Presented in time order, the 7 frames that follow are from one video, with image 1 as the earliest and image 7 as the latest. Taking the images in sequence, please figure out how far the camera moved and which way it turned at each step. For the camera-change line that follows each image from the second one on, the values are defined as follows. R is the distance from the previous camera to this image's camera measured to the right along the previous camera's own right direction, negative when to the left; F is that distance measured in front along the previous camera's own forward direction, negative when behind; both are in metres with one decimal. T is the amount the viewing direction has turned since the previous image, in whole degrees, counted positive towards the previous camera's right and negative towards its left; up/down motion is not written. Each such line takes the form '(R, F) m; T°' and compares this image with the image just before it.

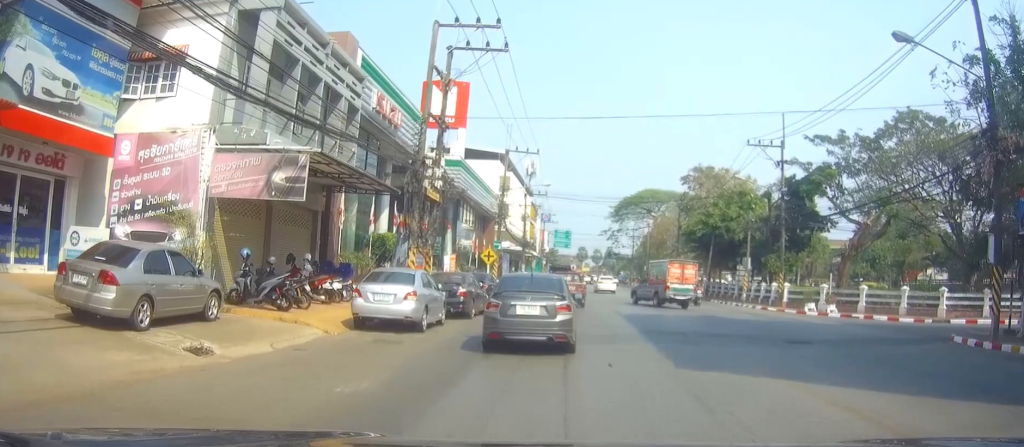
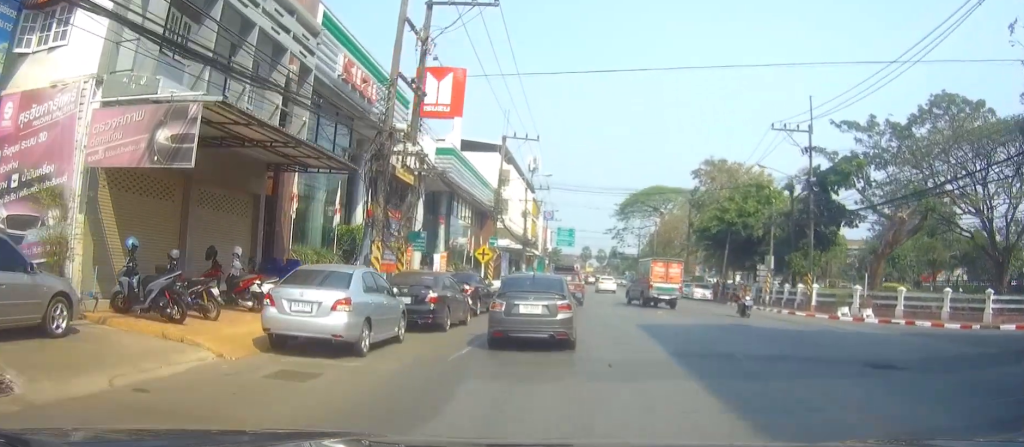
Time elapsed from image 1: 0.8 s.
(0.0, +5.1) m; +1°
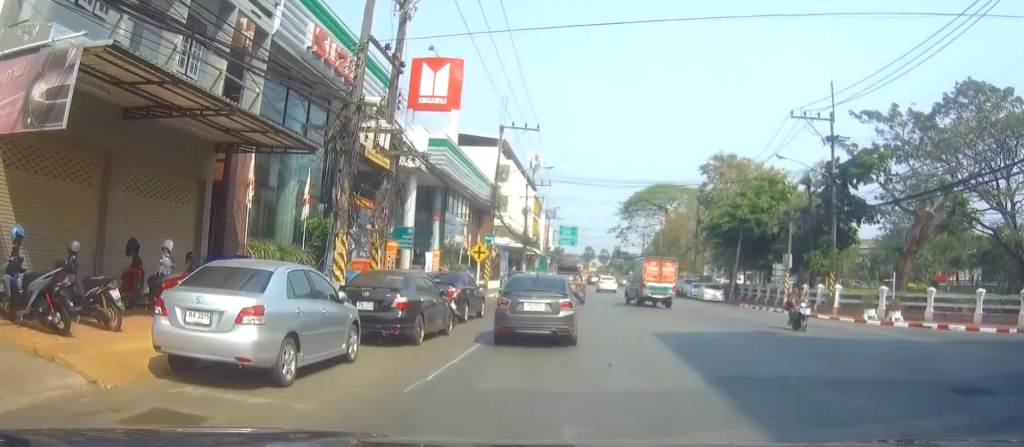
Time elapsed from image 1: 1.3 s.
(0.0, +3.3) m; 0°
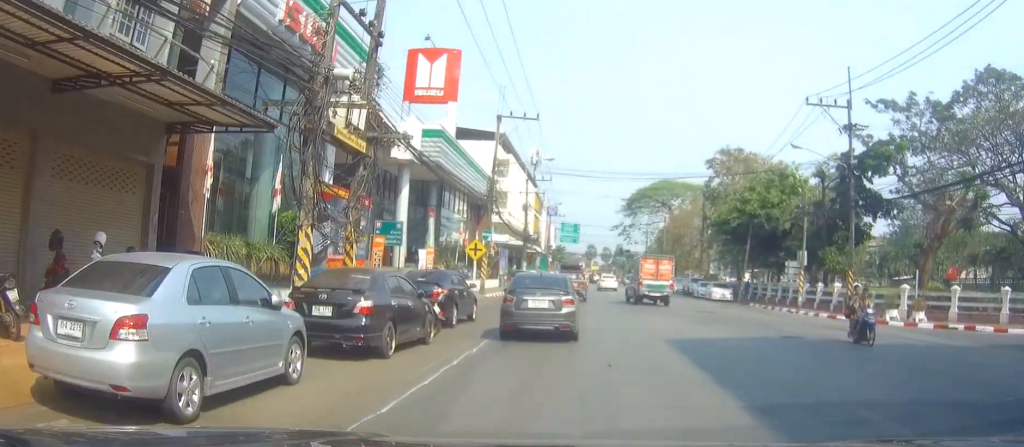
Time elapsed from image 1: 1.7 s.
(+0.1, +2.4) m; 0°
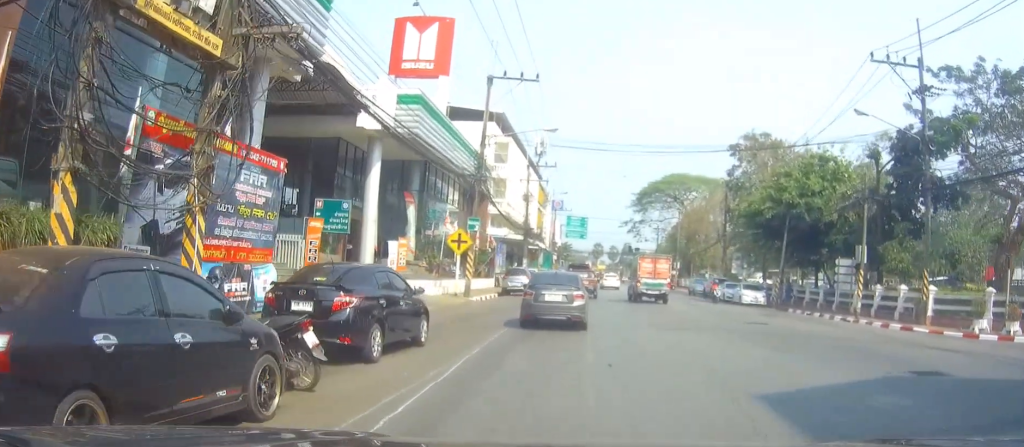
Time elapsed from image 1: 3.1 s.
(0.0, +8.0) m; -1°
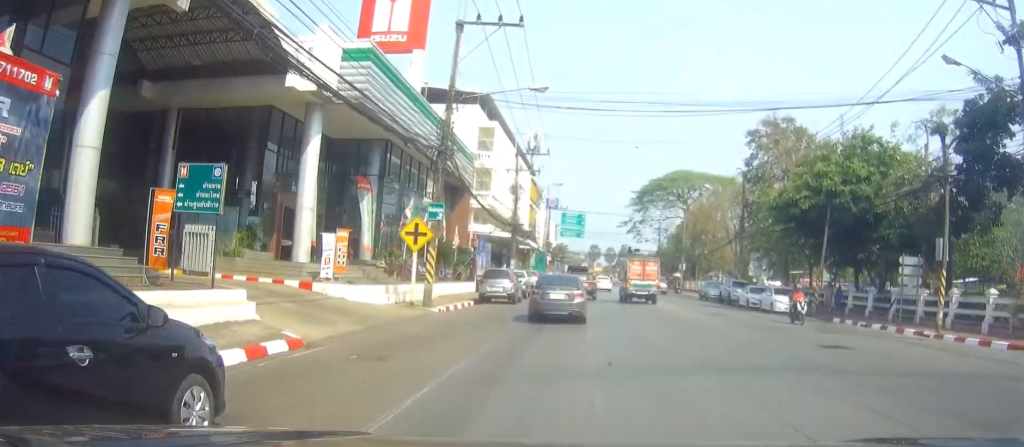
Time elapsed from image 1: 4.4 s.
(0.0, +8.0) m; 0°
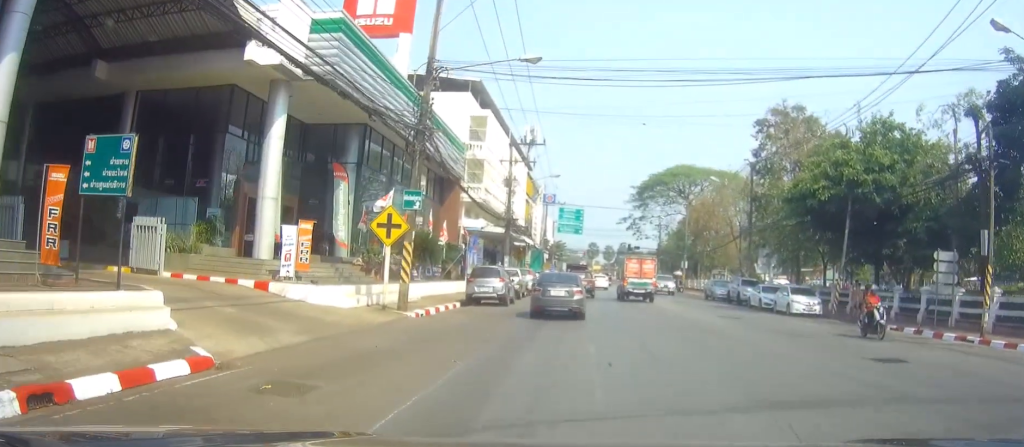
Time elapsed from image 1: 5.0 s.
(0.0, +3.3) m; 0°
